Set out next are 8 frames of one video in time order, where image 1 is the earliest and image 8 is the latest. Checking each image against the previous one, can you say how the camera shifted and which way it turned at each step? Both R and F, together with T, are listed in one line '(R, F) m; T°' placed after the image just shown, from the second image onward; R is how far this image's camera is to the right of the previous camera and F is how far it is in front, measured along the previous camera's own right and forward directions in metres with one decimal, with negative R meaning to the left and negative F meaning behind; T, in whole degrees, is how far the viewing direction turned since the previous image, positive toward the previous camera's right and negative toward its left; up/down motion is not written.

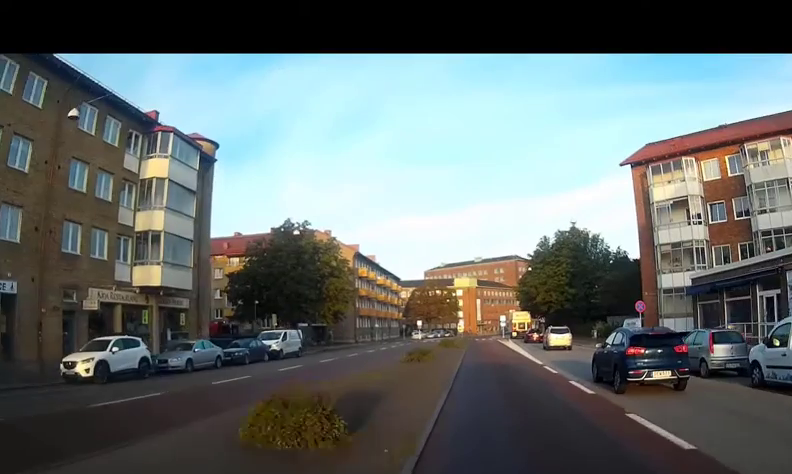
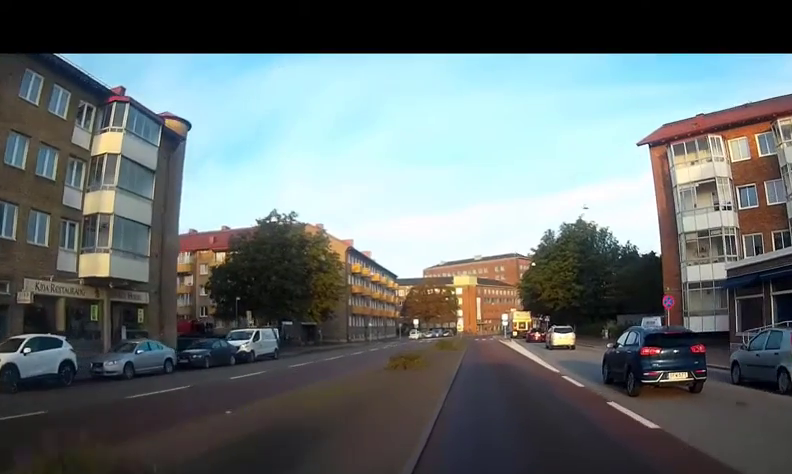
(0.0, +4.5) m; +1°
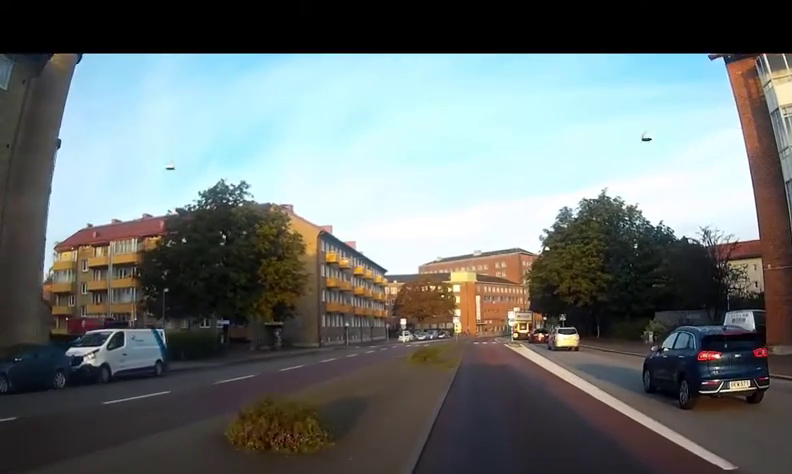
(+0.5, +12.6) m; +2°
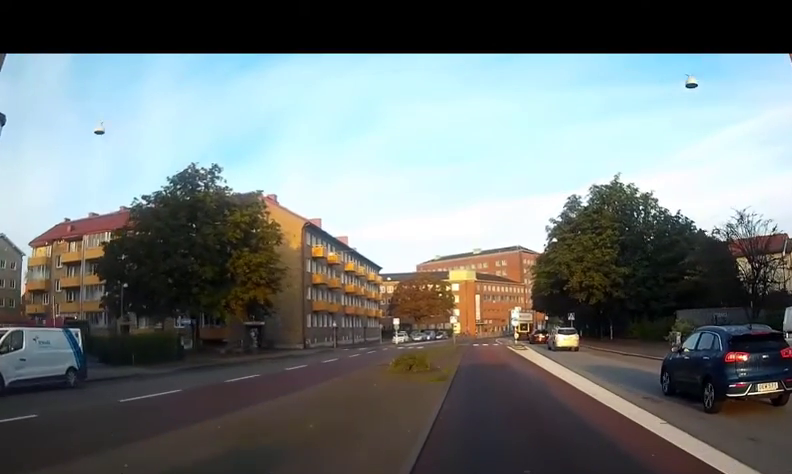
(0.0, +5.5) m; 0°
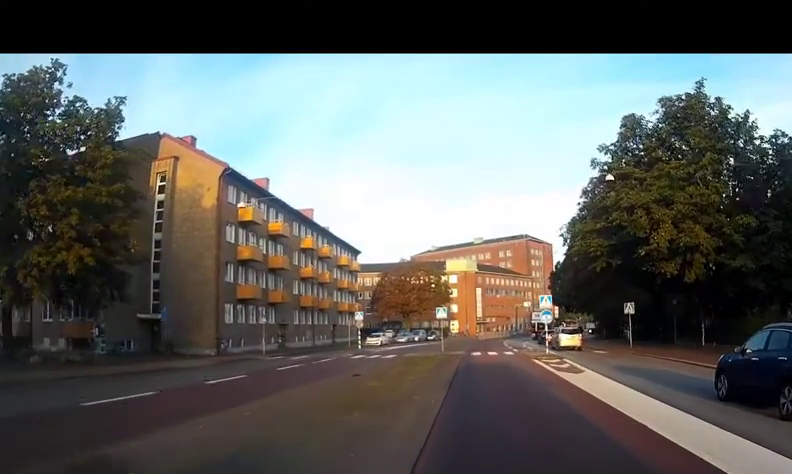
(-0.4, +19.0) m; -4°
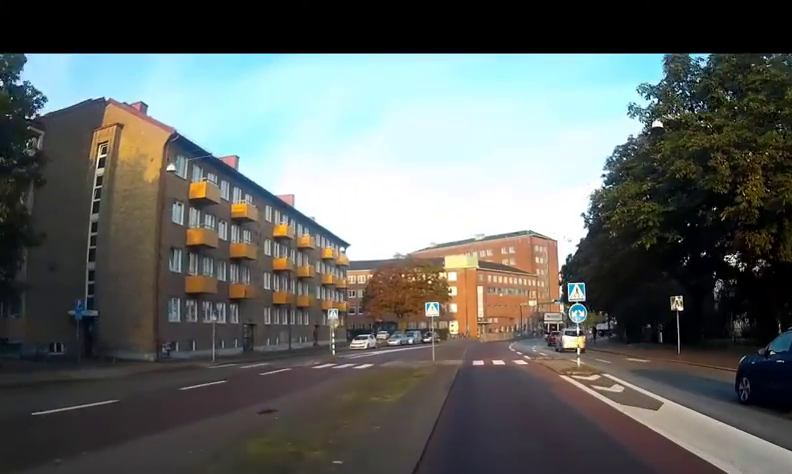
(-0.2, +8.0) m; -2°
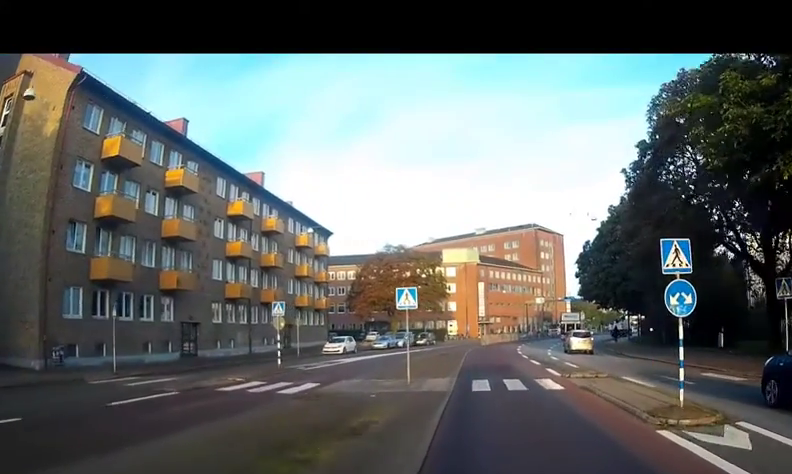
(0.0, +9.1) m; 0°
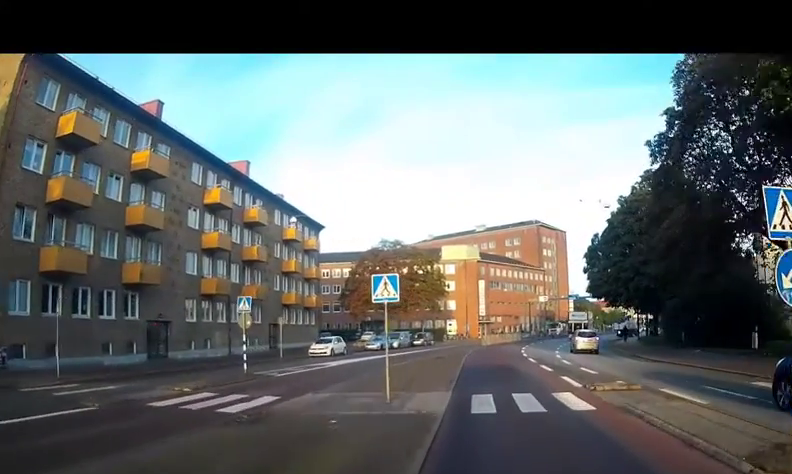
(0.0, +4.0) m; 0°
